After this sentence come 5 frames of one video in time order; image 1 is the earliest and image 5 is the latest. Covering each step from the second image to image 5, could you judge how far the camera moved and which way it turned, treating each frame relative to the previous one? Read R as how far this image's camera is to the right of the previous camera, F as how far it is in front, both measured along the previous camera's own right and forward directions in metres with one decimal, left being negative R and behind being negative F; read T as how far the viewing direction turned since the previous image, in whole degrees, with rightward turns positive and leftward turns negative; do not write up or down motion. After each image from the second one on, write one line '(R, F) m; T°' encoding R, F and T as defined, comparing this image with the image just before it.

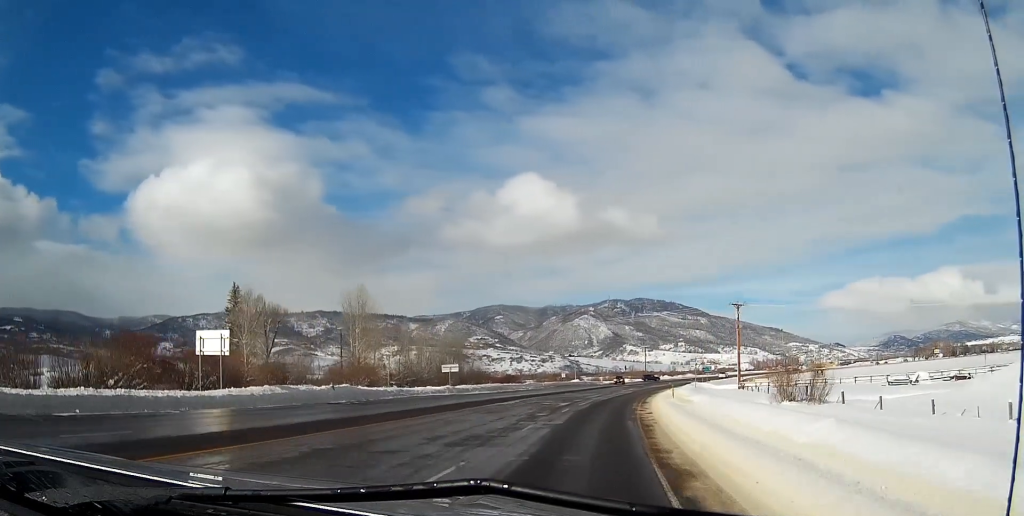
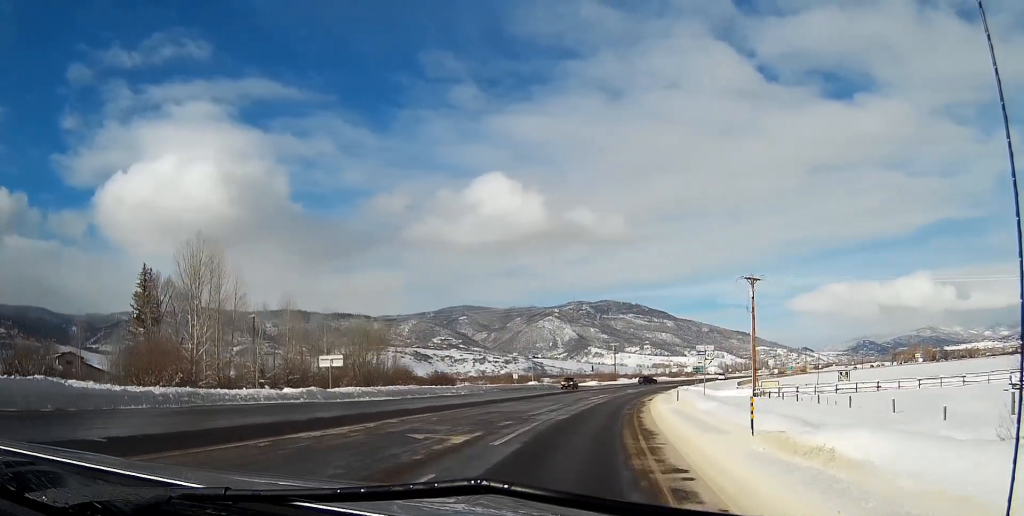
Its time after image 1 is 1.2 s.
(+0.4, +27.0) m; +2°
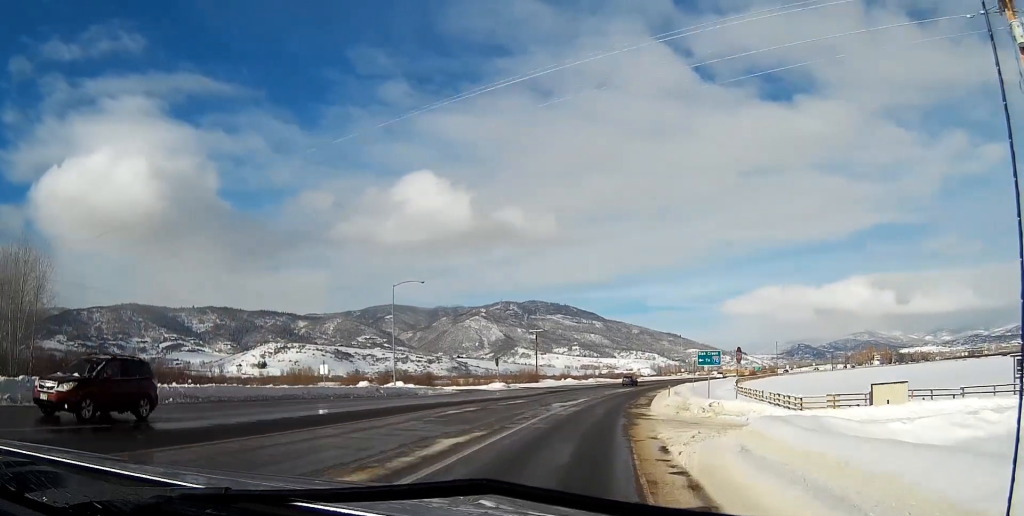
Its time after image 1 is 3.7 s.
(+2.7, +53.9) m; +6°
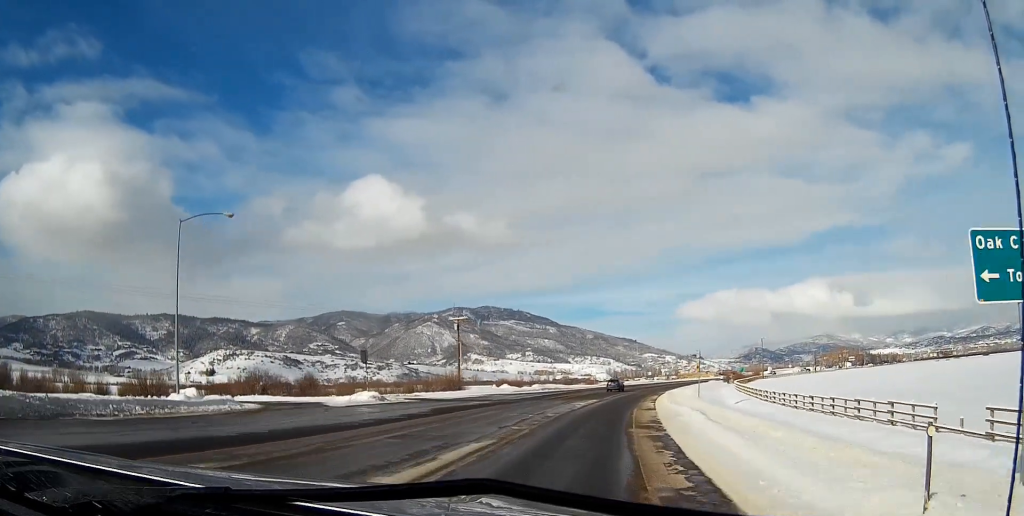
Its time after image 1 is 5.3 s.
(+1.3, +37.5) m; +4°
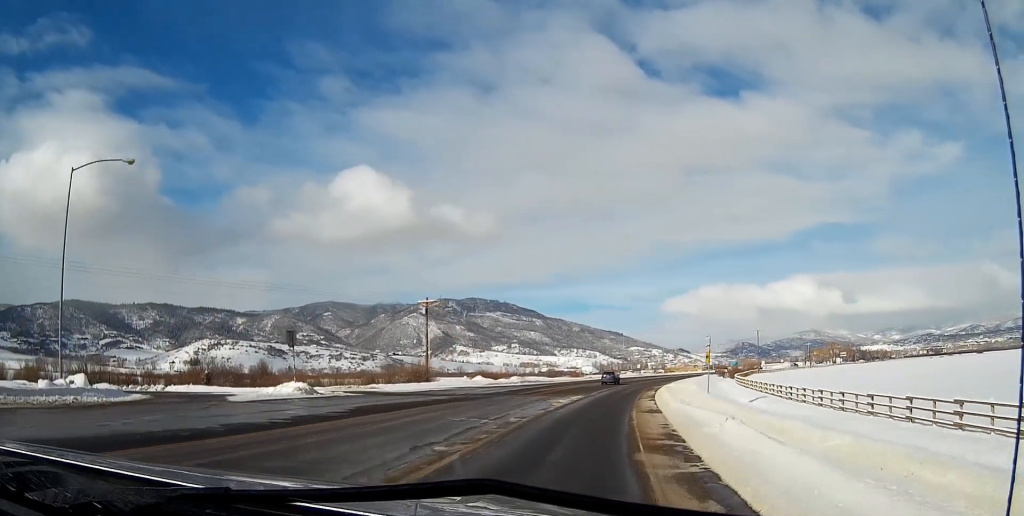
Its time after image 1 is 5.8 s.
(+0.2, +11.1) m; +1°
